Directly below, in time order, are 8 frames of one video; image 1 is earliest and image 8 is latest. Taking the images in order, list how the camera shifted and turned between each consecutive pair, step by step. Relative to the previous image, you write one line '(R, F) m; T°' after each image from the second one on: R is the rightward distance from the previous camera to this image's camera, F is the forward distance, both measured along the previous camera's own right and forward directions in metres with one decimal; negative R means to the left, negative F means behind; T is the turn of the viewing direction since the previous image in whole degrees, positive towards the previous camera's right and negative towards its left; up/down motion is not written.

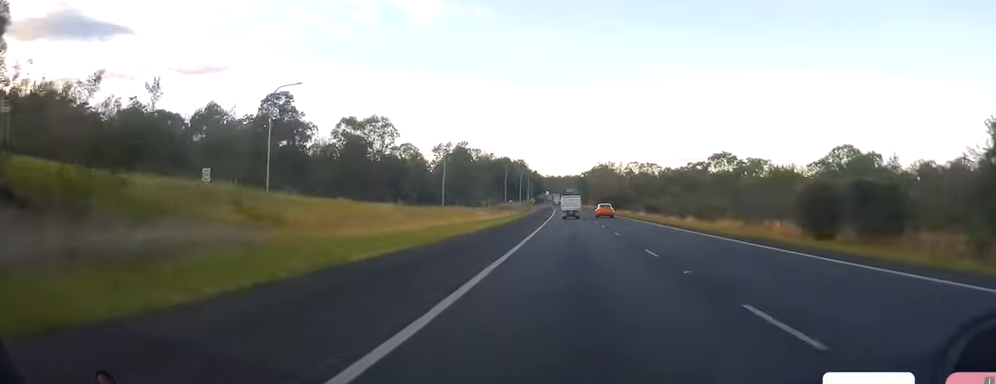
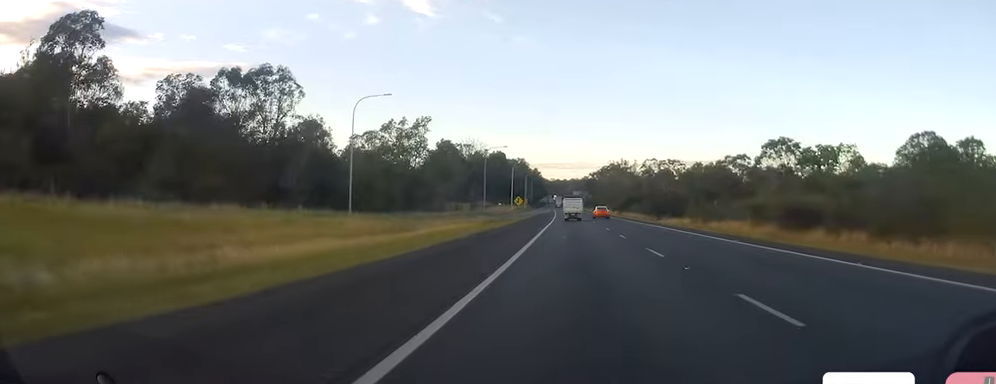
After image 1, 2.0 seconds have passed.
(+0.4, +58.8) m; 0°
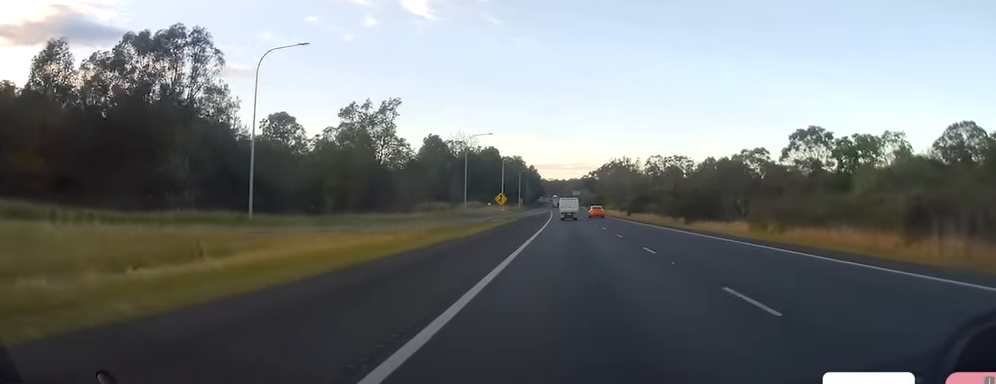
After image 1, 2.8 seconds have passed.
(0.0, +23.0) m; 0°
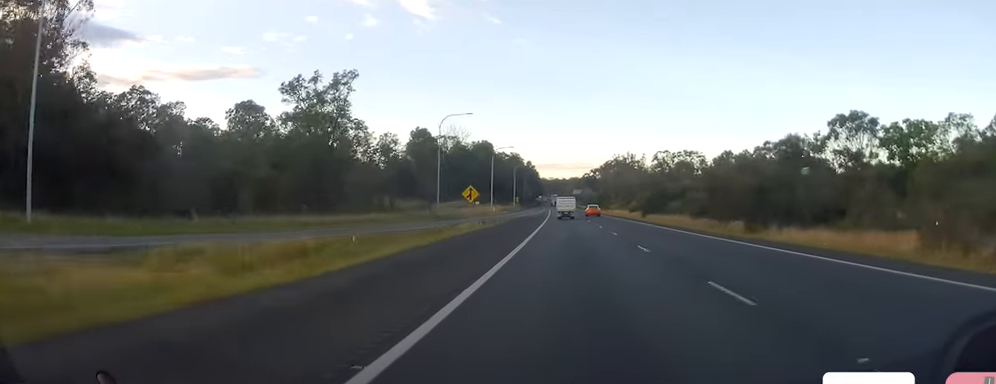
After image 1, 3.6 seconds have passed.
(-0.2, +23.0) m; -1°
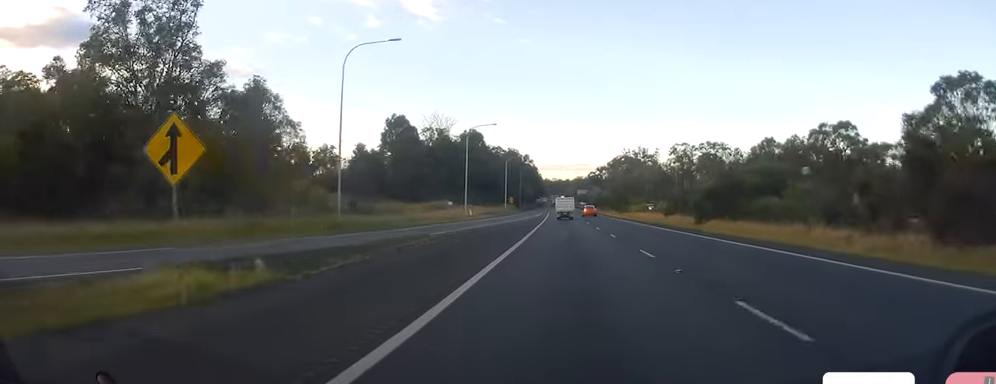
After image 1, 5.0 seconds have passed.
(-0.3, +38.4) m; 0°
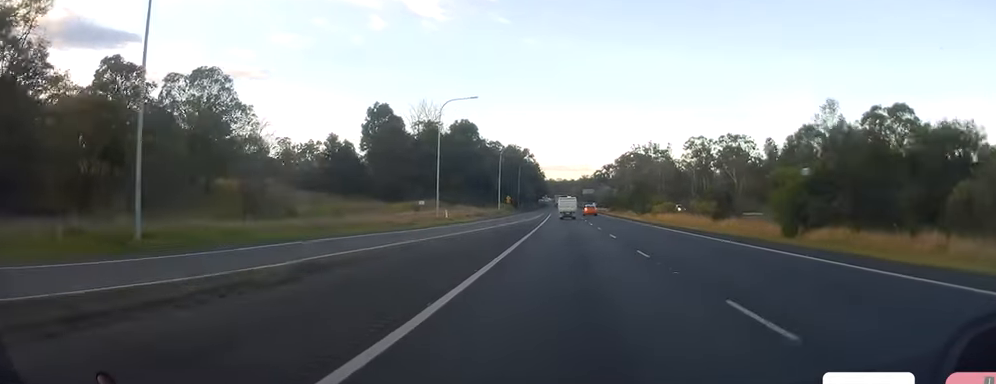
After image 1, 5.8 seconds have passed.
(0.0, +24.1) m; 0°
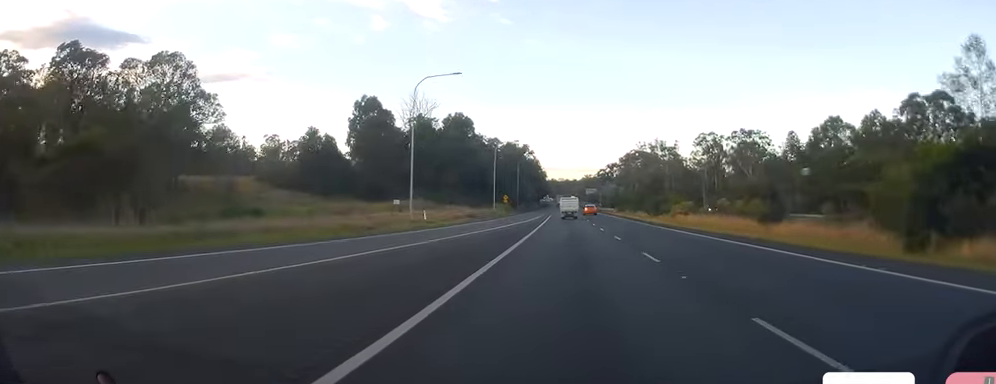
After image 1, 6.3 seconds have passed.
(0.0, +13.5) m; 0°
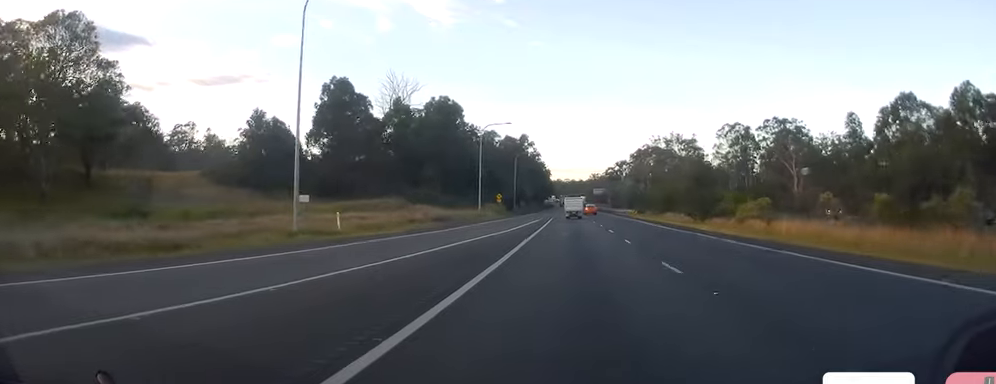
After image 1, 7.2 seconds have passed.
(+0.1, +27.1) m; 0°
